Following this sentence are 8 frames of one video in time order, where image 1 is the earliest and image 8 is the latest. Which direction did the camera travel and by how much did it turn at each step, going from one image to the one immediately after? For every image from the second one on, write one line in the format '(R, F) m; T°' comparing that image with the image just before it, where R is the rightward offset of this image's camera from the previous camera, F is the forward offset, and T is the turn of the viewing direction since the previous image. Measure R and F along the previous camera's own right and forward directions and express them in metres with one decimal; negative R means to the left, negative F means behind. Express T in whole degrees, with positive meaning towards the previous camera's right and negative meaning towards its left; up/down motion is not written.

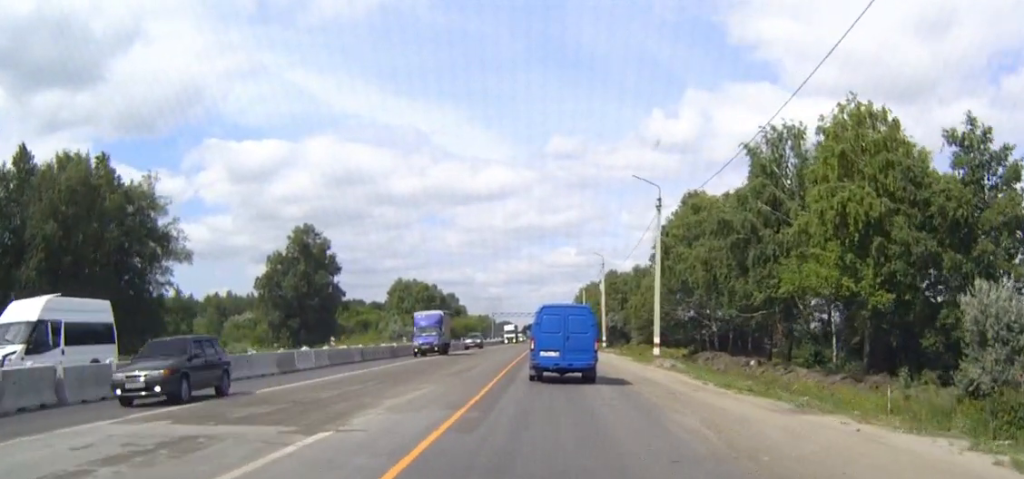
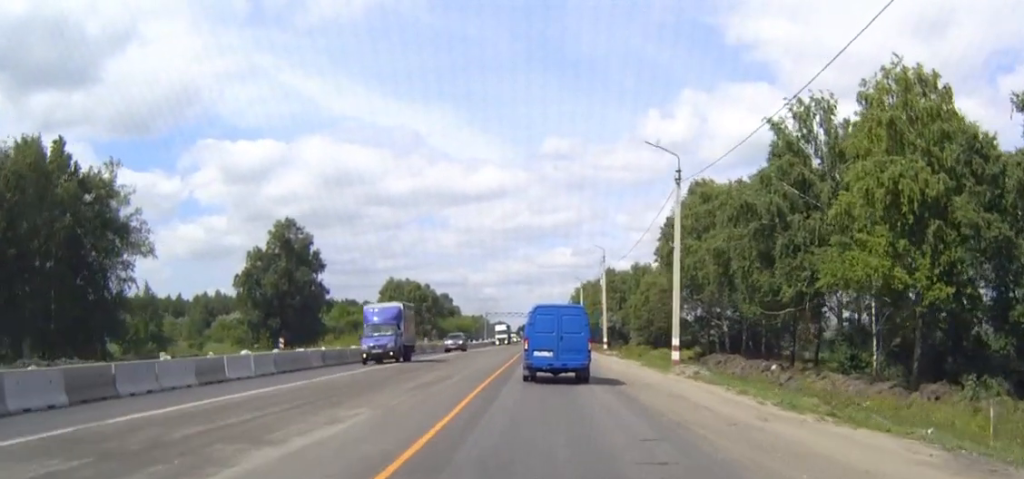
(0.0, +7.5) m; 0°
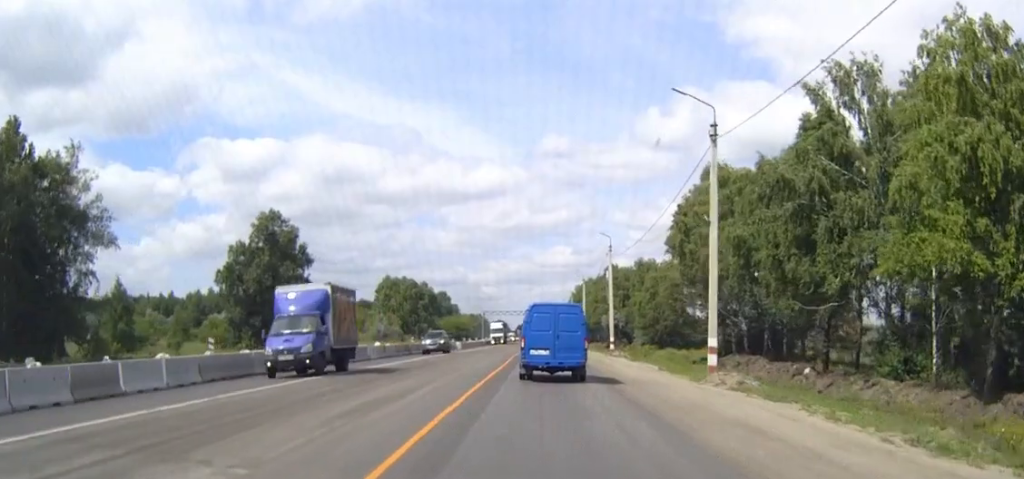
(0.0, +7.6) m; 0°
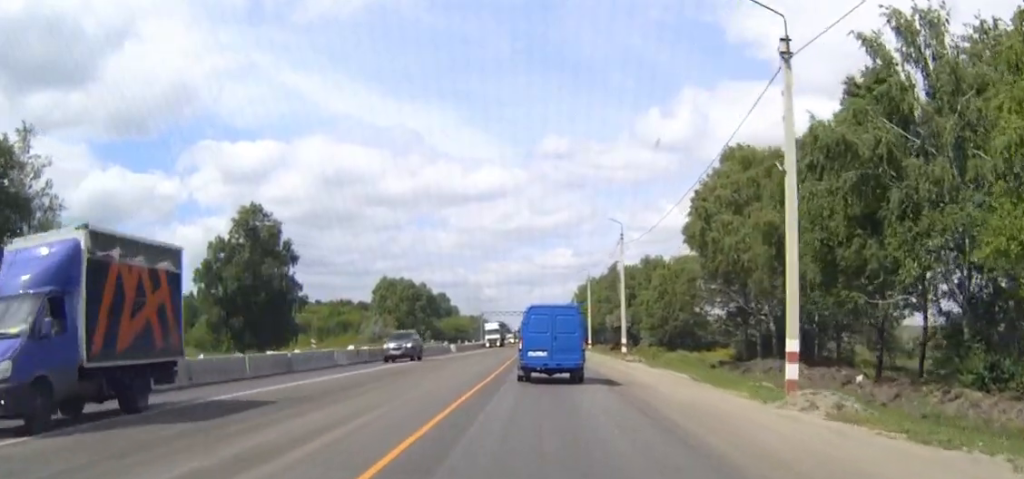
(0.0, +8.6) m; 0°
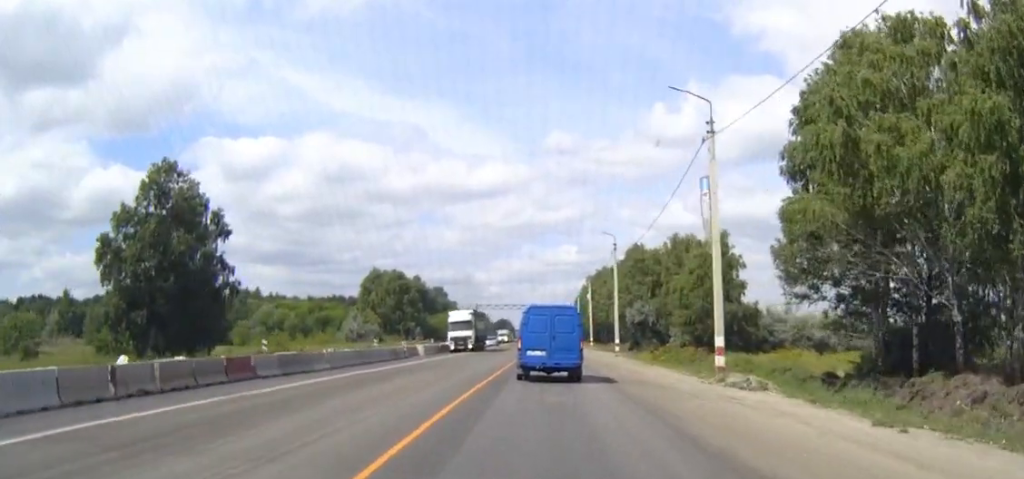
(-0.1, +29.0) m; 0°
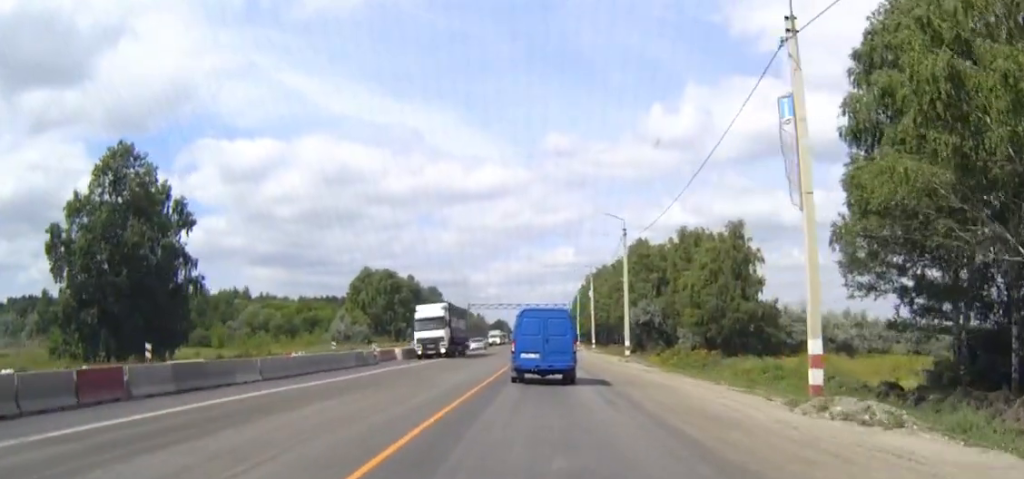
(0.0, +9.6) m; 0°
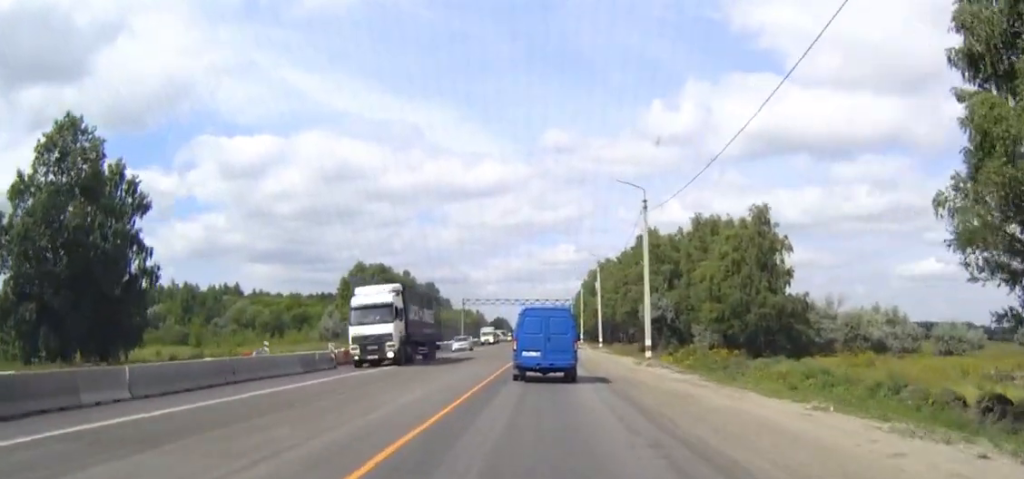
(0.0, +10.6) m; 0°
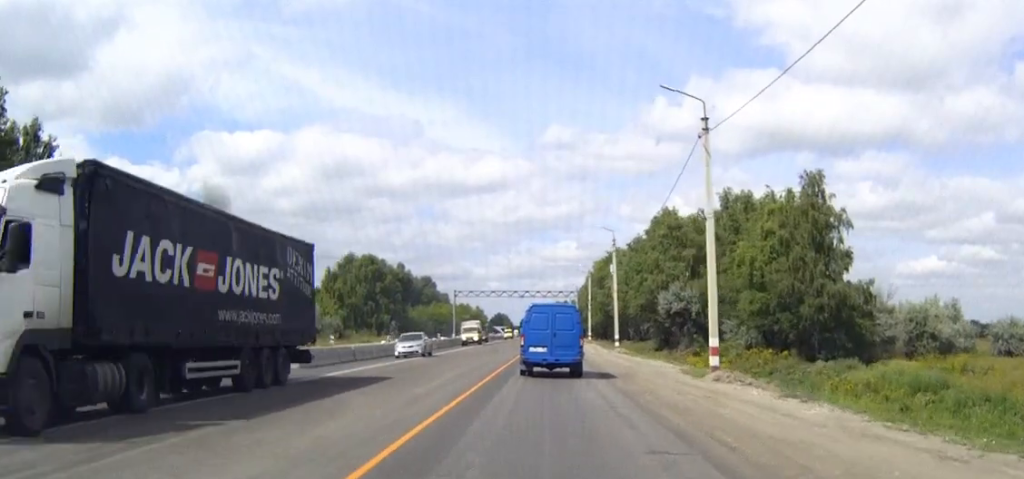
(+0.1, +16.1) m; 0°
